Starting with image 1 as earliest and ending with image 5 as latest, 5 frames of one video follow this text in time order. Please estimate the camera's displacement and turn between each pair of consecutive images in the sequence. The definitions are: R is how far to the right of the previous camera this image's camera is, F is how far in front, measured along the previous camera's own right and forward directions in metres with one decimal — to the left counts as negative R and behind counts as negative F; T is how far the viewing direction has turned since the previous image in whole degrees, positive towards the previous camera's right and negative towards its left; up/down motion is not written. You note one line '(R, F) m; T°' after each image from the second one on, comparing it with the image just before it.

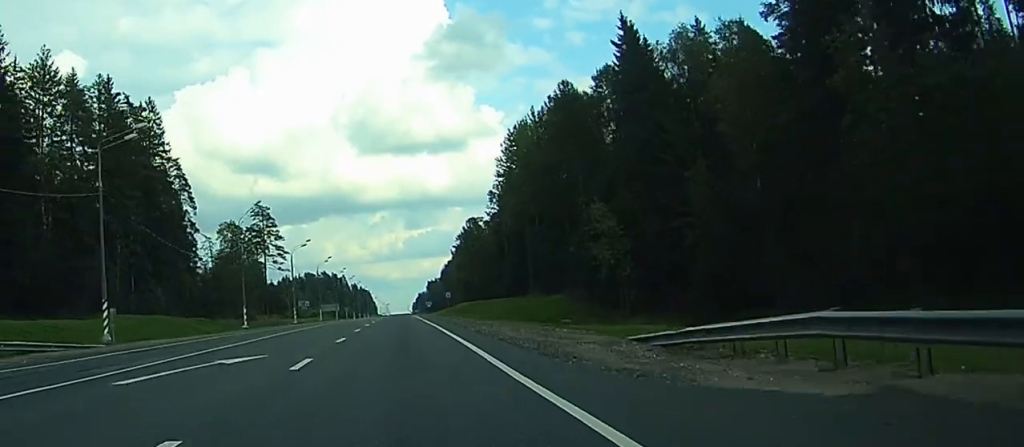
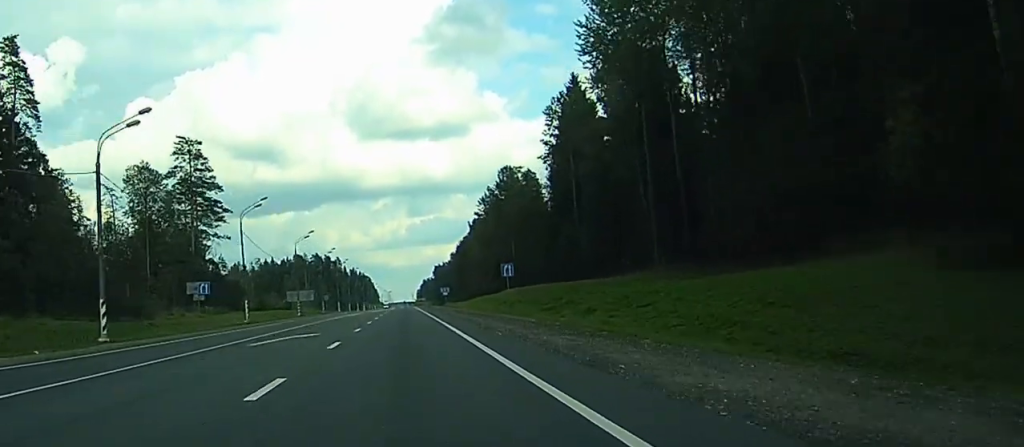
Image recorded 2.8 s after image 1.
(-0.3, +77.1) m; 0°
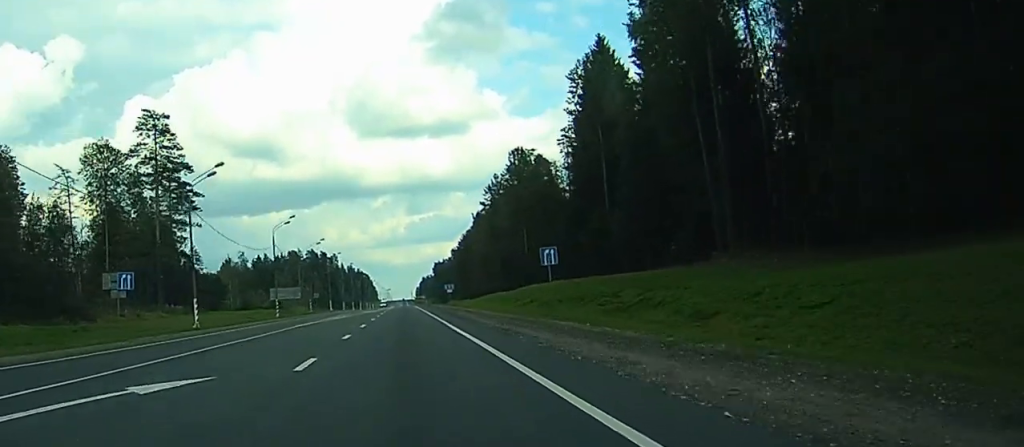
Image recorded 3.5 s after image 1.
(0.0, +19.1) m; 0°
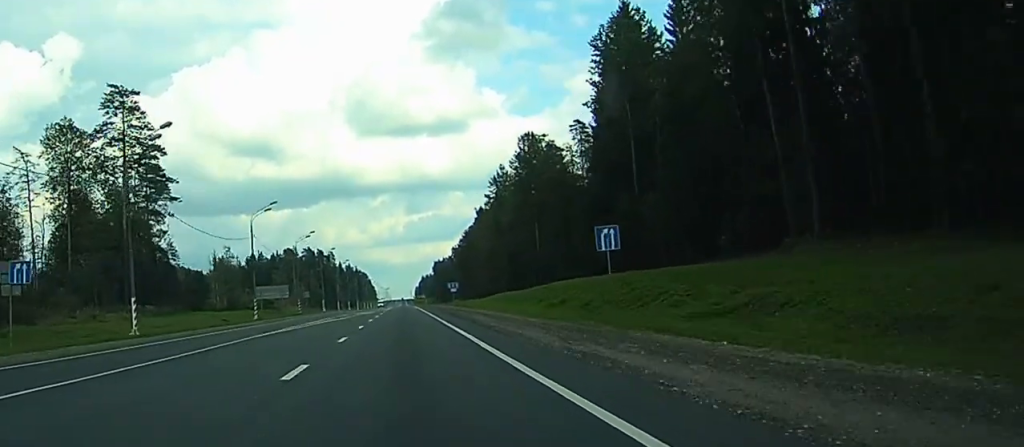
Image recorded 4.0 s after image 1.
(0.0, +13.8) m; 0°
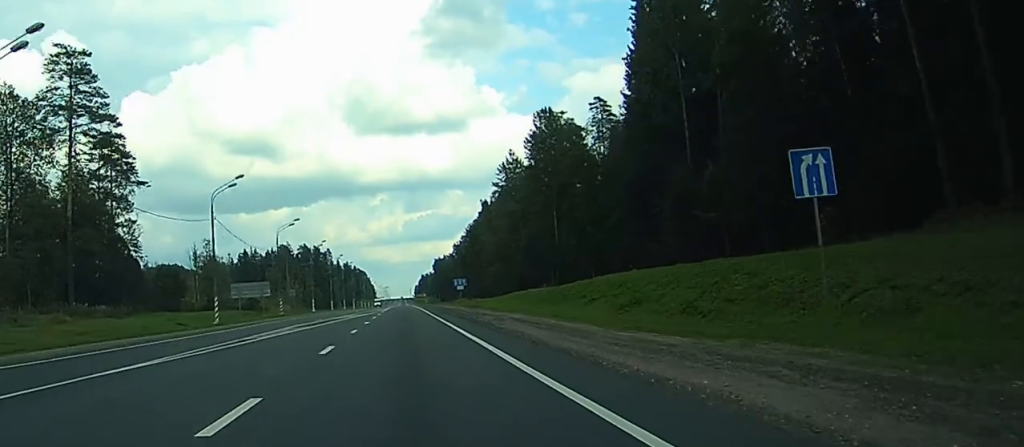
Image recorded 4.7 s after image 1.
(0.0, +17.5) m; 0°
